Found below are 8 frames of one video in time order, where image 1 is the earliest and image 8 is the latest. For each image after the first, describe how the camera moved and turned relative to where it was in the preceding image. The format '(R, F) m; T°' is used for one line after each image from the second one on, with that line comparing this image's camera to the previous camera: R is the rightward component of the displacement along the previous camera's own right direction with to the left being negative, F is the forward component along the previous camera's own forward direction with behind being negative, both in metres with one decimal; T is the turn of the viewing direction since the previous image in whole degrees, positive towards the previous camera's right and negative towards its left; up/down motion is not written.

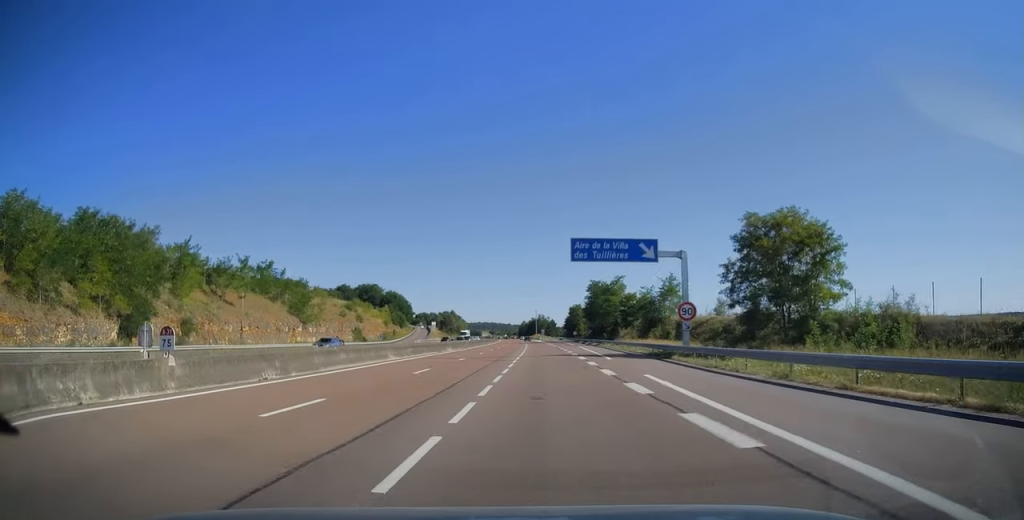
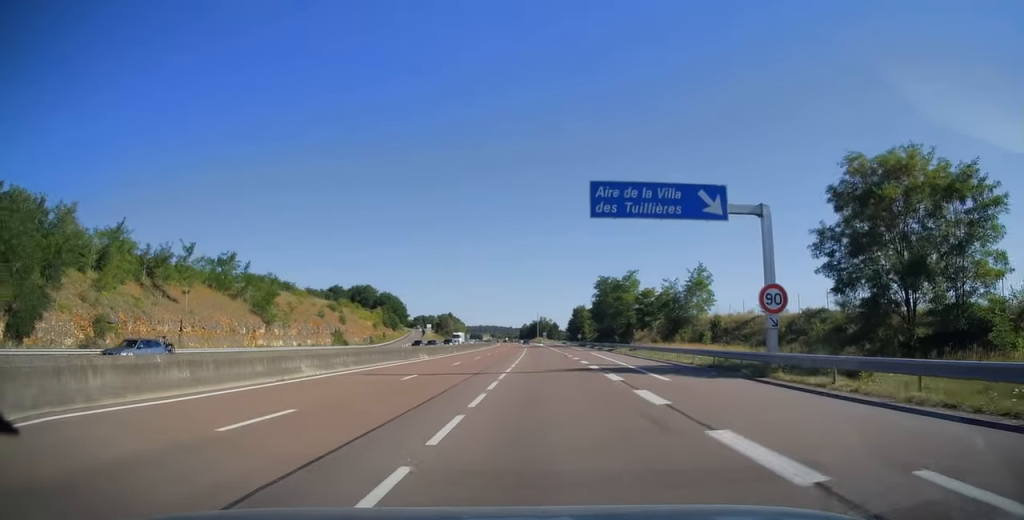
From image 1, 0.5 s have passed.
(0.0, +14.6) m; 0°
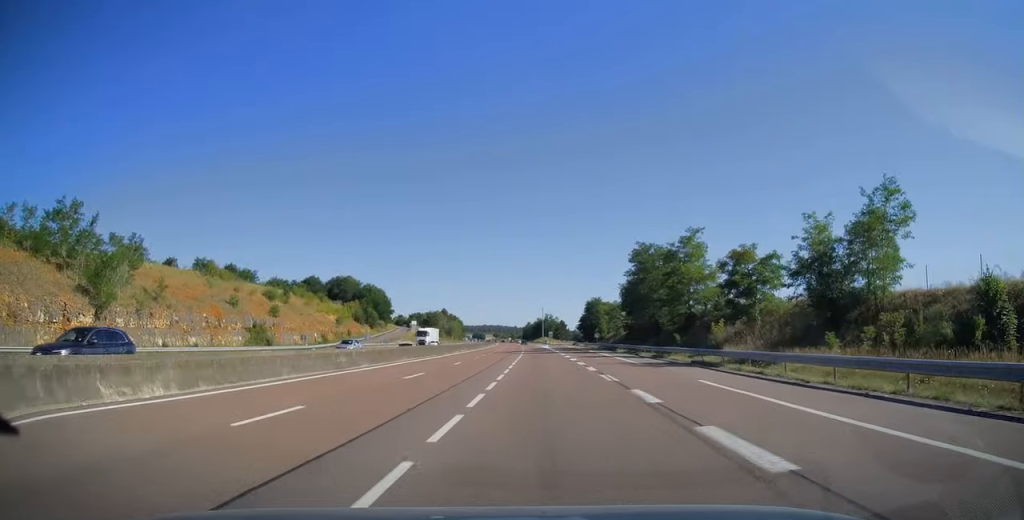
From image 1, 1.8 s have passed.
(-0.3, +38.3) m; -1°
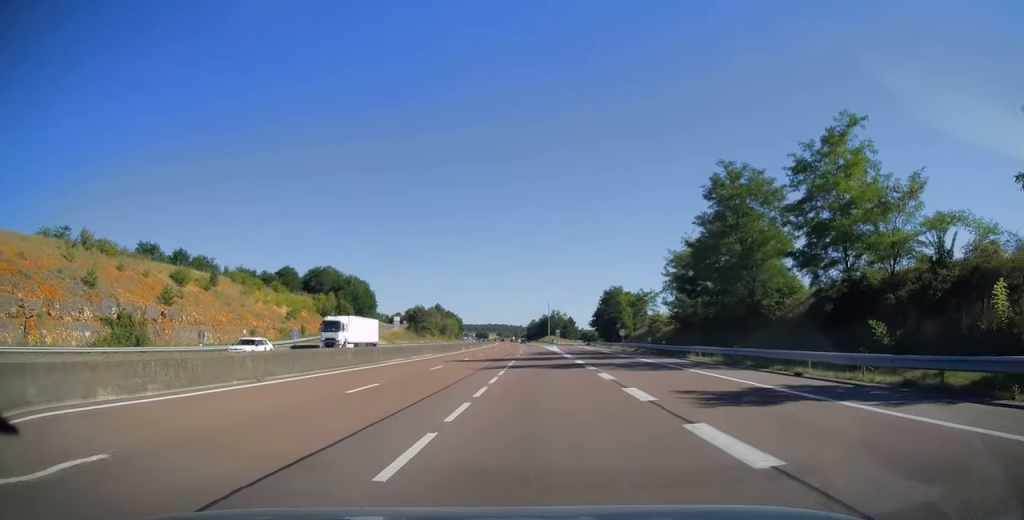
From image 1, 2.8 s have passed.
(-0.1, +32.3) m; 0°
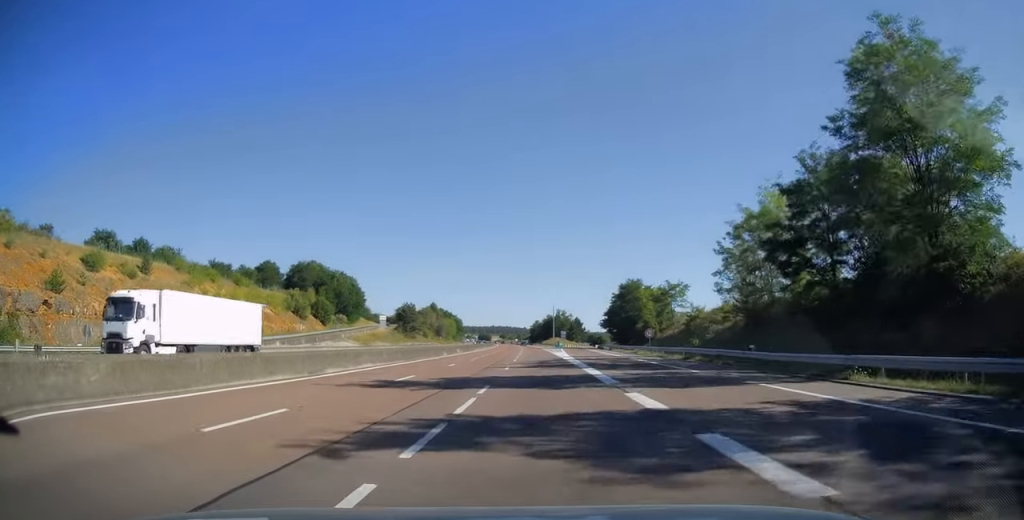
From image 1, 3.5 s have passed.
(0.0, +20.2) m; 0°
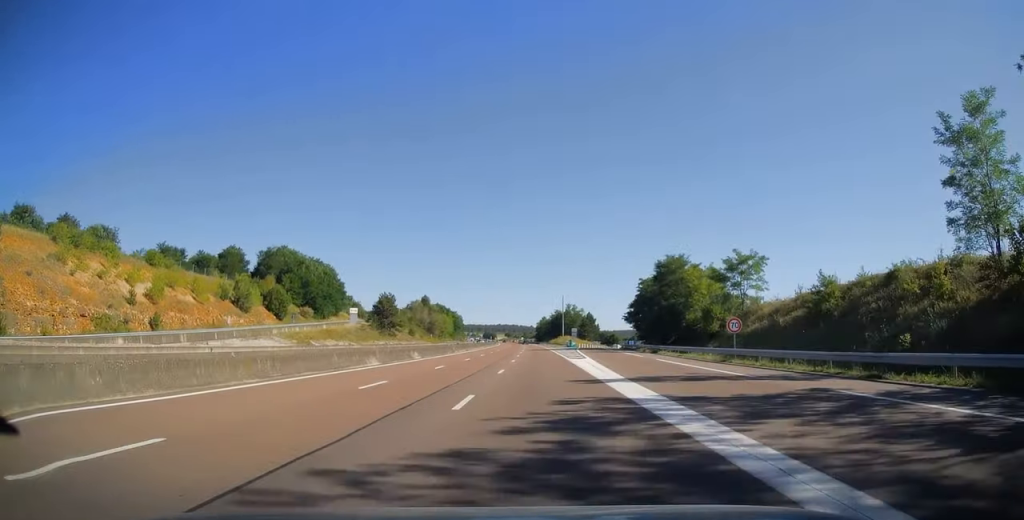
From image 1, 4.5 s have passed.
(-0.2, +30.3) m; -1°
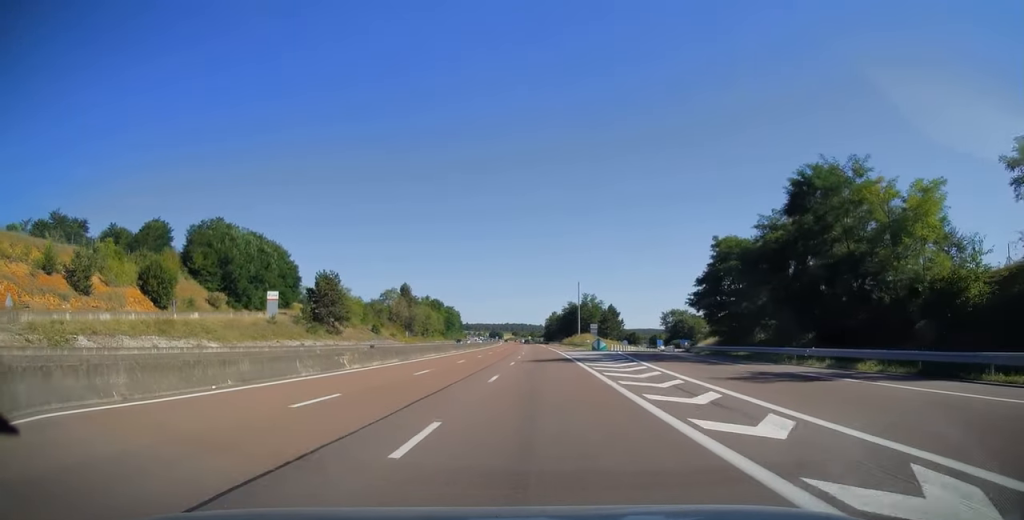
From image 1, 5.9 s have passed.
(-0.4, +43.9) m; -1°
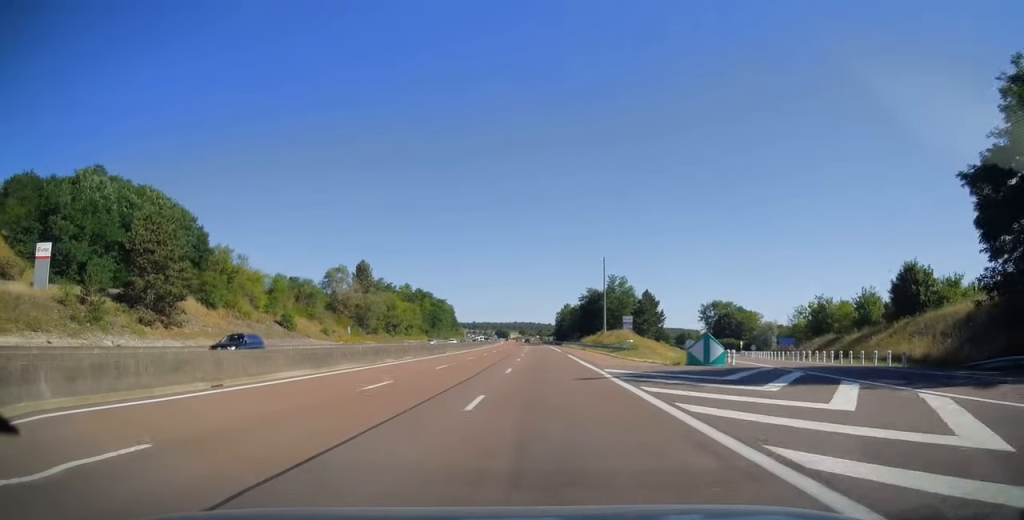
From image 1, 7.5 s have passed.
(-0.3, +47.4) m; -1°
